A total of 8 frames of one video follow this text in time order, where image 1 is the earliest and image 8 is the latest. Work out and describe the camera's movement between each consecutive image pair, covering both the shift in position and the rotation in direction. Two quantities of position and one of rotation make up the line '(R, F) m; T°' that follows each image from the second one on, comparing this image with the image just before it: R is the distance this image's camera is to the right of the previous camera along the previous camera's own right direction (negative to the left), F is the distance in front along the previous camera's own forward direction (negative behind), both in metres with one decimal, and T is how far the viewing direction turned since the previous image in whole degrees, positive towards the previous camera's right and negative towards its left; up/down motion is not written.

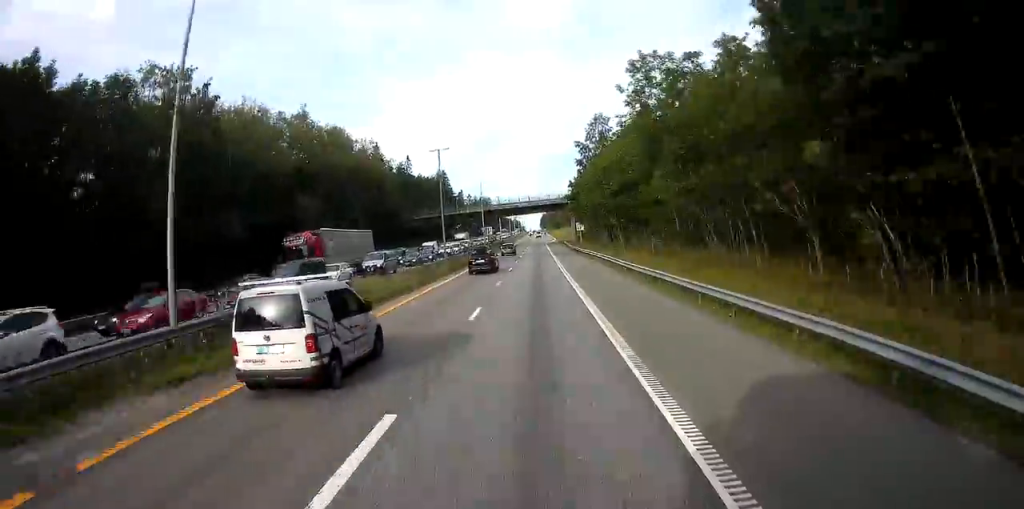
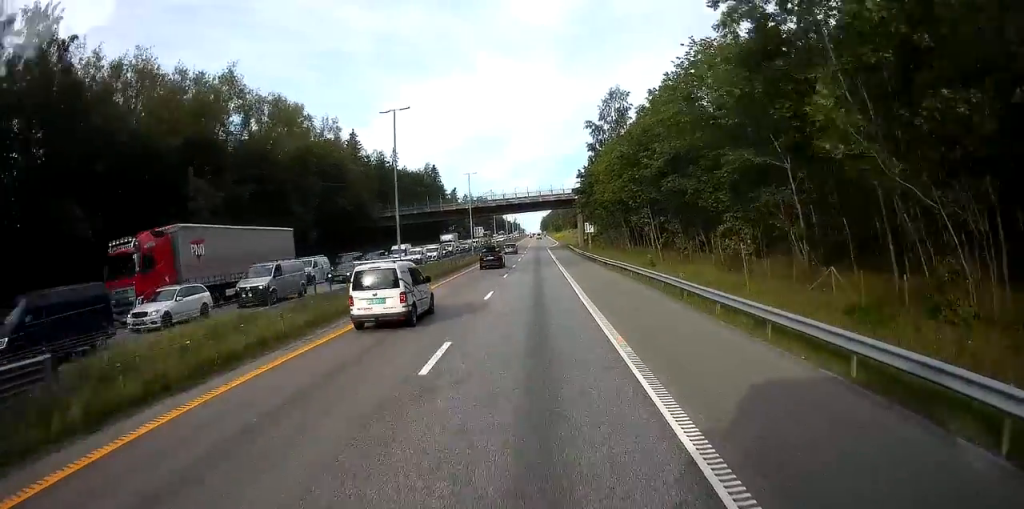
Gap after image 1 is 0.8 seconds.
(0.0, +18.6) m; 0°
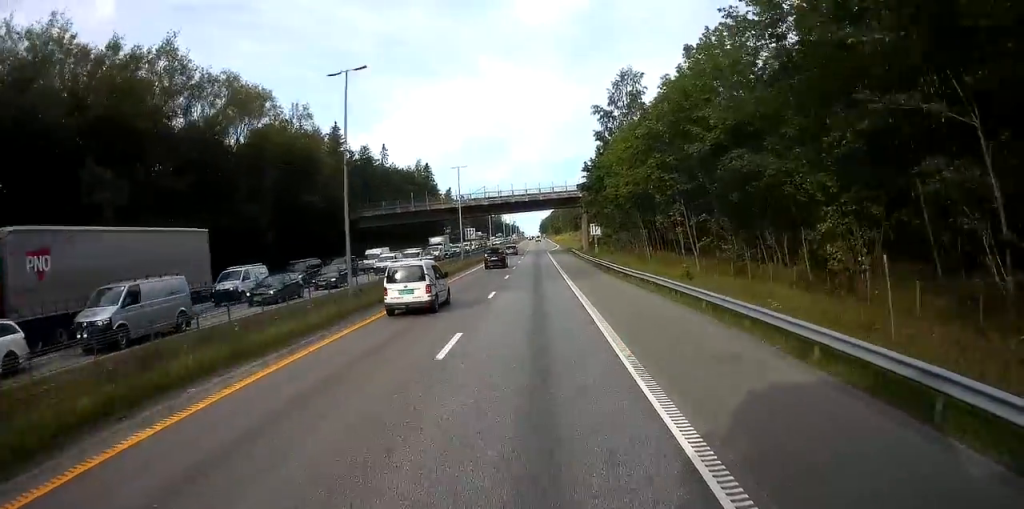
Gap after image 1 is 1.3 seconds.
(0.0, +10.3) m; 0°
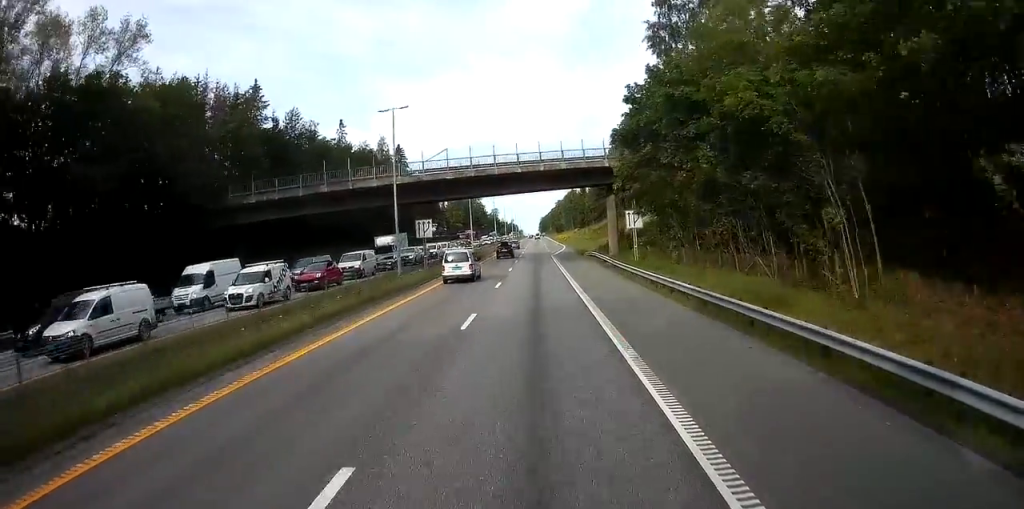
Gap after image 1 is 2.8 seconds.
(-0.3, +32.4) m; -1°
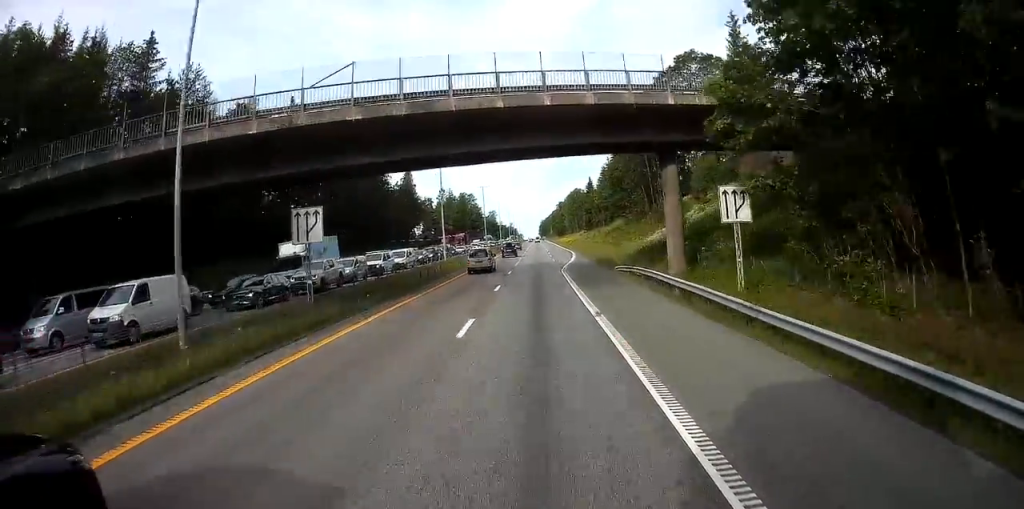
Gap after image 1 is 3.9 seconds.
(0.0, +25.1) m; 0°
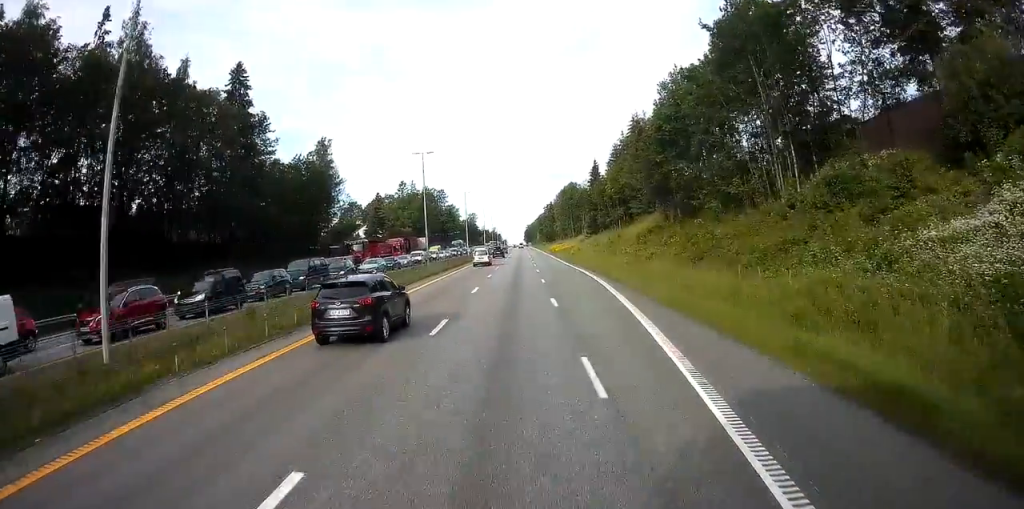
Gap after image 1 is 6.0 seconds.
(+0.5, +46.8) m; +2°
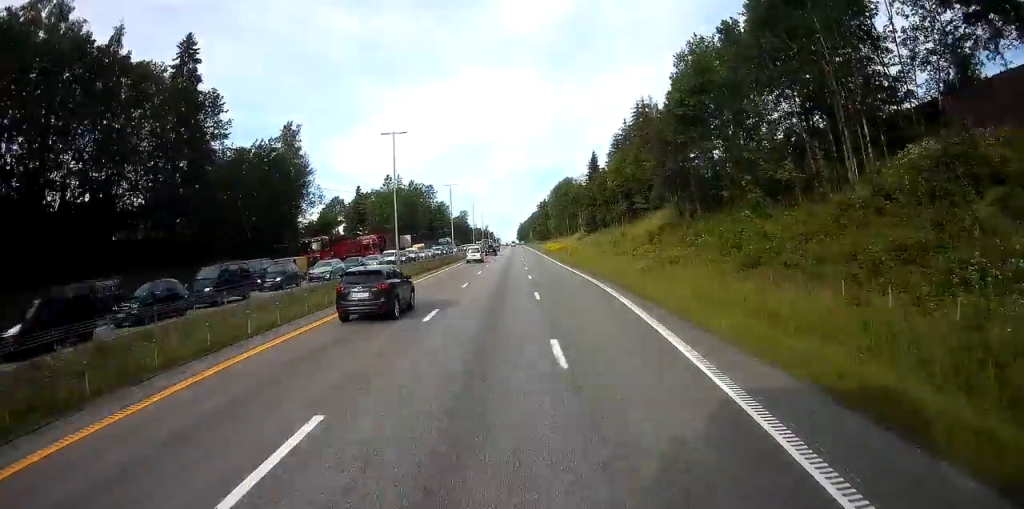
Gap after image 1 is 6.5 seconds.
(+0.1, +10.1) m; +1°
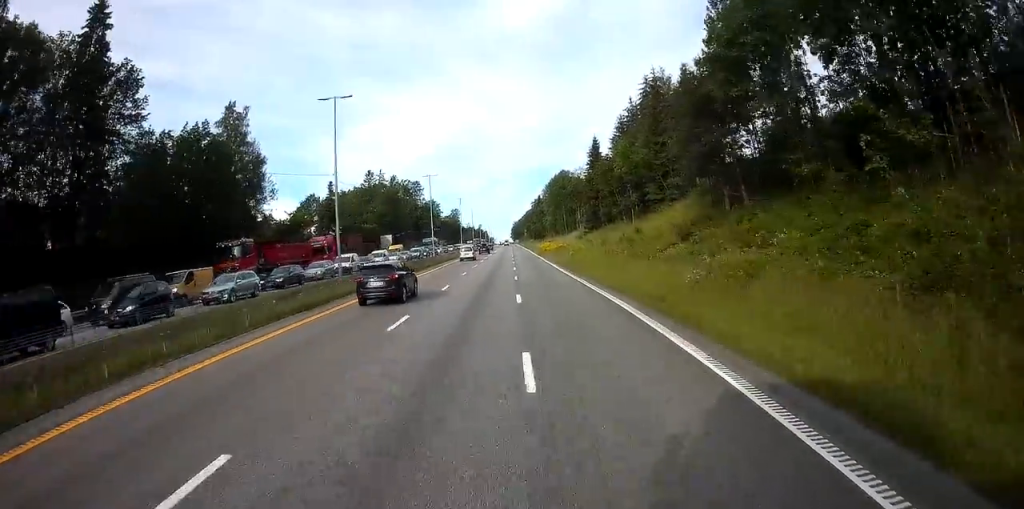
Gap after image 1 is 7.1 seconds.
(0.0, +13.6) m; 0°
